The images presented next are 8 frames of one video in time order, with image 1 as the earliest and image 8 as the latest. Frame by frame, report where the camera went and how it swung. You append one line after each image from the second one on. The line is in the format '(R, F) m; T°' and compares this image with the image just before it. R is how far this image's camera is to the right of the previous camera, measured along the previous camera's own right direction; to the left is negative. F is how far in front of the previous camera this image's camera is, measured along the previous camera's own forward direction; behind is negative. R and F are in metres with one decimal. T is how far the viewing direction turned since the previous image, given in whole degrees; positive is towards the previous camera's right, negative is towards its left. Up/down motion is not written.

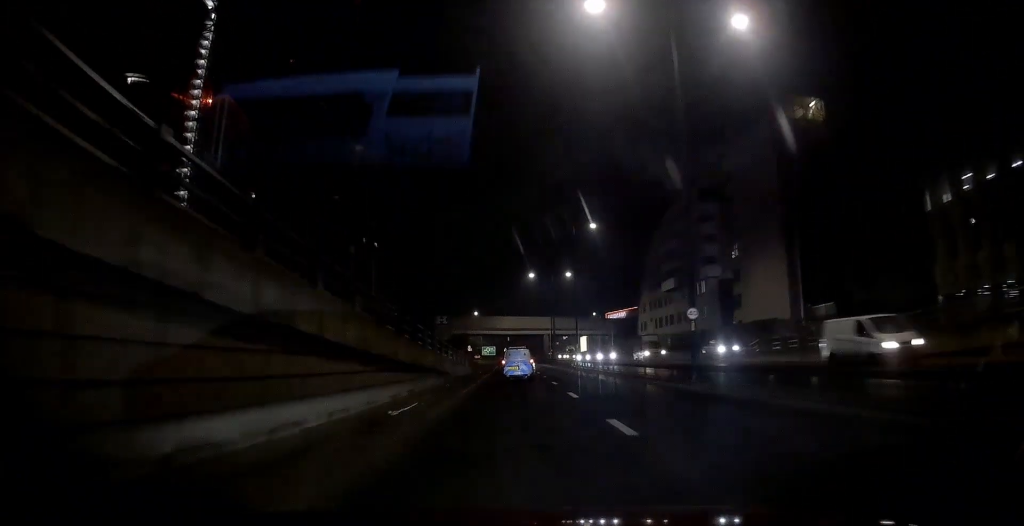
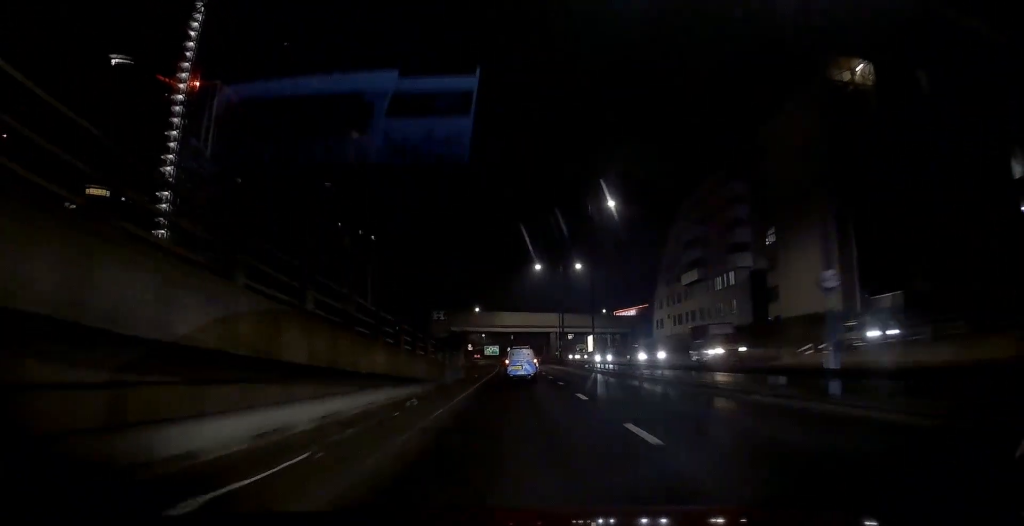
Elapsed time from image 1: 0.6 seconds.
(0.0, +9.7) m; 0°
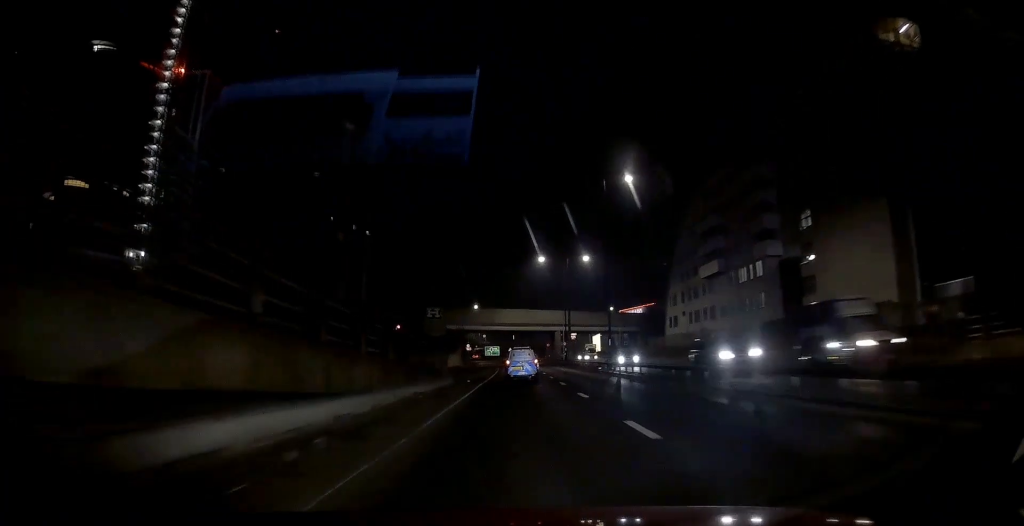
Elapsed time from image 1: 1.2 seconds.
(+0.1, +8.1) m; 0°
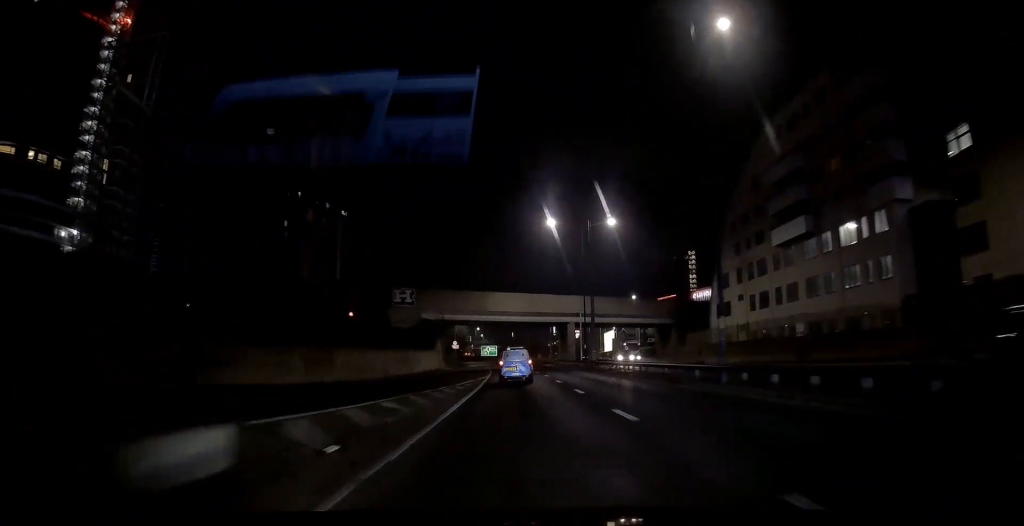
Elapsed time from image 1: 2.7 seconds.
(-0.5, +23.6) m; -2°
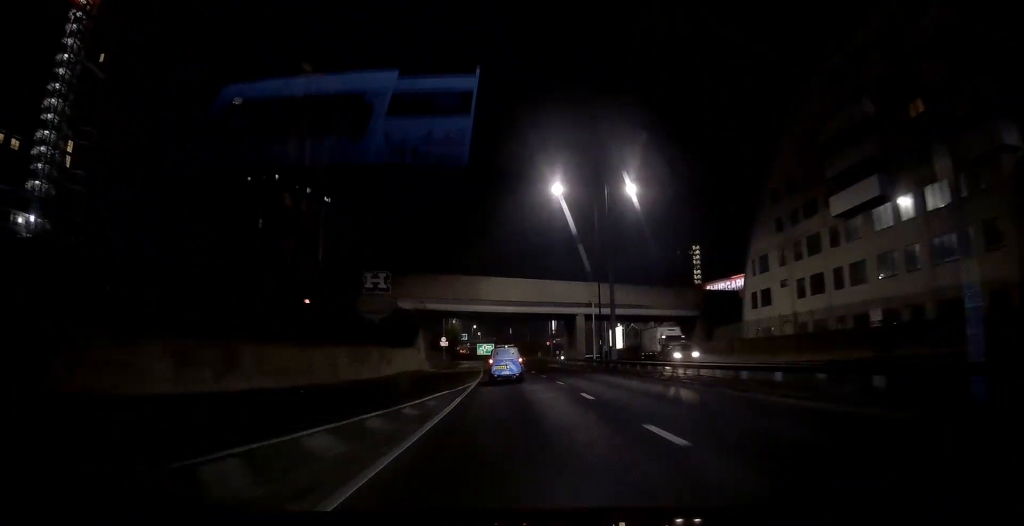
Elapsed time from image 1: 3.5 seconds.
(-0.2, +12.1) m; -1°
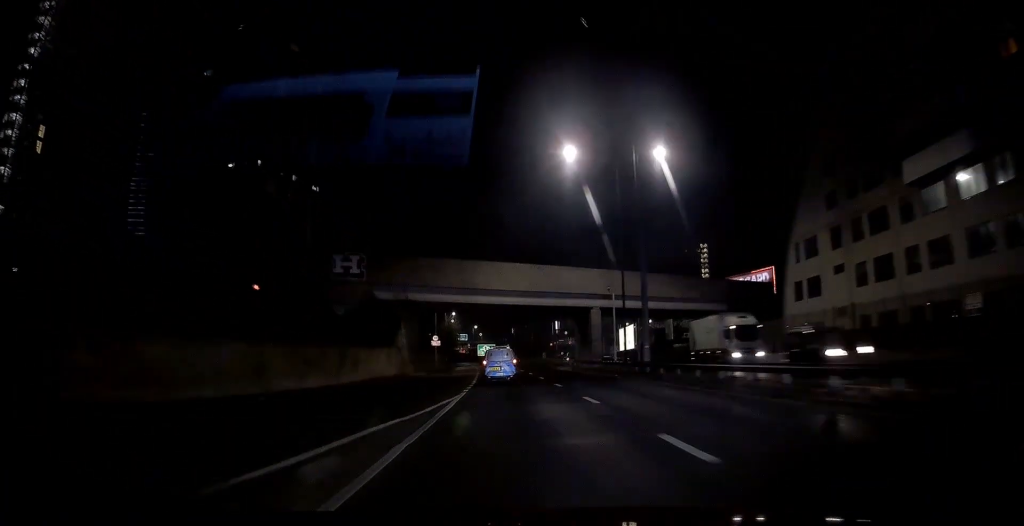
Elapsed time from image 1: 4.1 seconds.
(0.0, +10.2) m; 0°
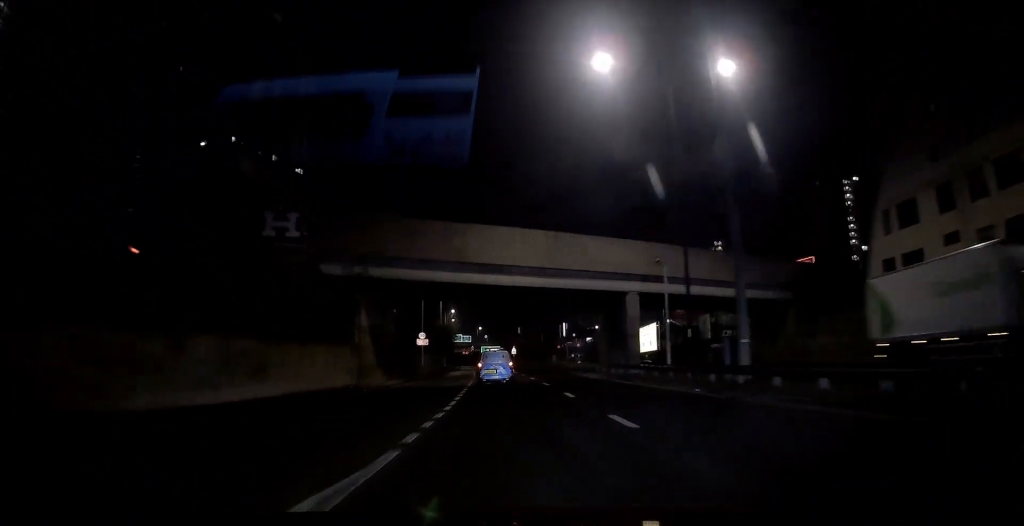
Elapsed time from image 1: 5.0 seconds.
(0.0, +14.1) m; 0°
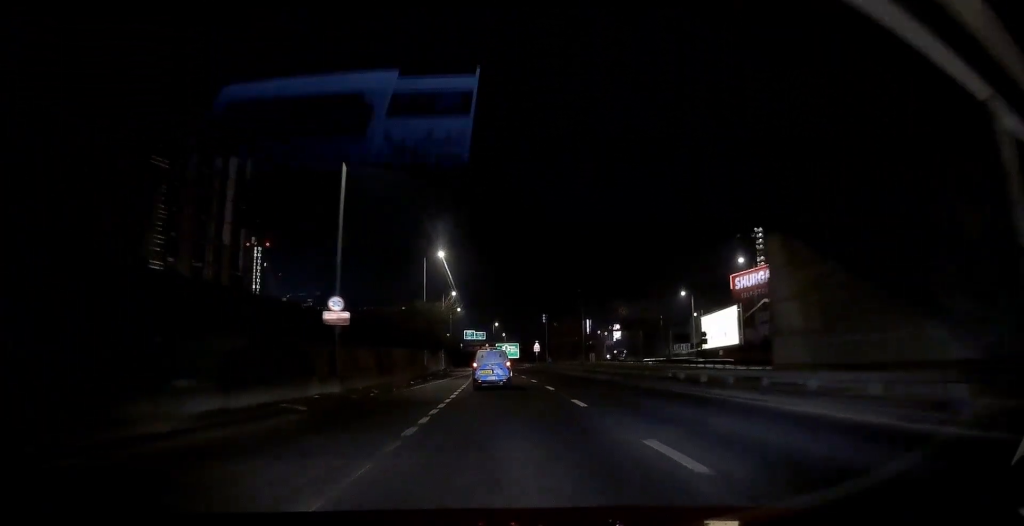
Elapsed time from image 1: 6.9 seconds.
(0.0, +31.3) m; -1°
